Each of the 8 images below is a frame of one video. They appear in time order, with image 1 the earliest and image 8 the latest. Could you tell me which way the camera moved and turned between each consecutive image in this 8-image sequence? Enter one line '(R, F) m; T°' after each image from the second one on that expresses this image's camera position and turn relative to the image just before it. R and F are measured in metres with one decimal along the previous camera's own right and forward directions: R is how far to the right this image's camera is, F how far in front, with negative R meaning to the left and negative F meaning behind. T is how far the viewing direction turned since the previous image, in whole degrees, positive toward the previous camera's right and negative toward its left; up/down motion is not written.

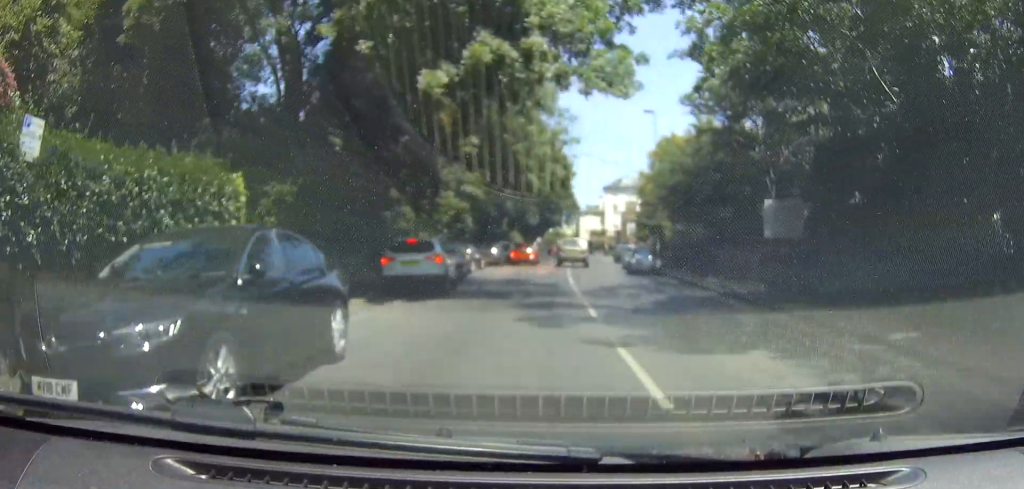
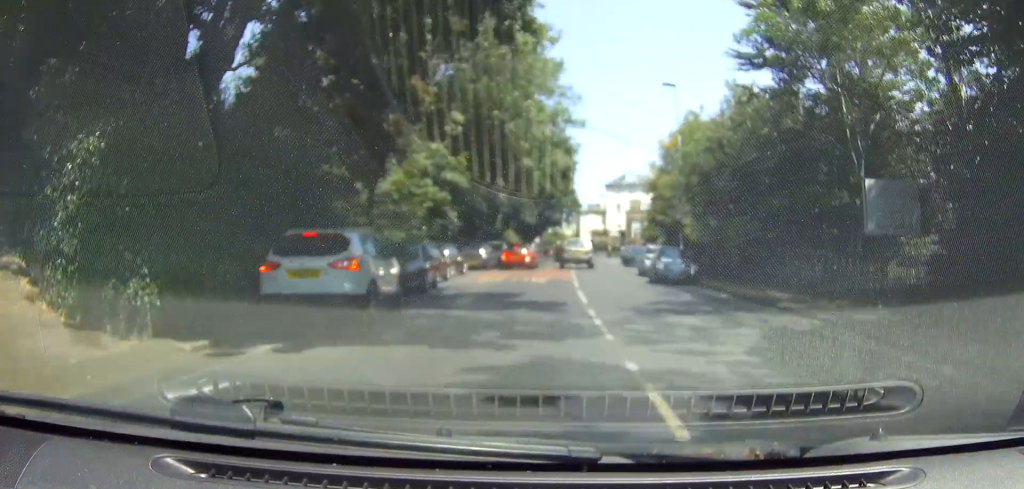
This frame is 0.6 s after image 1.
(0.0, +8.0) m; 0°
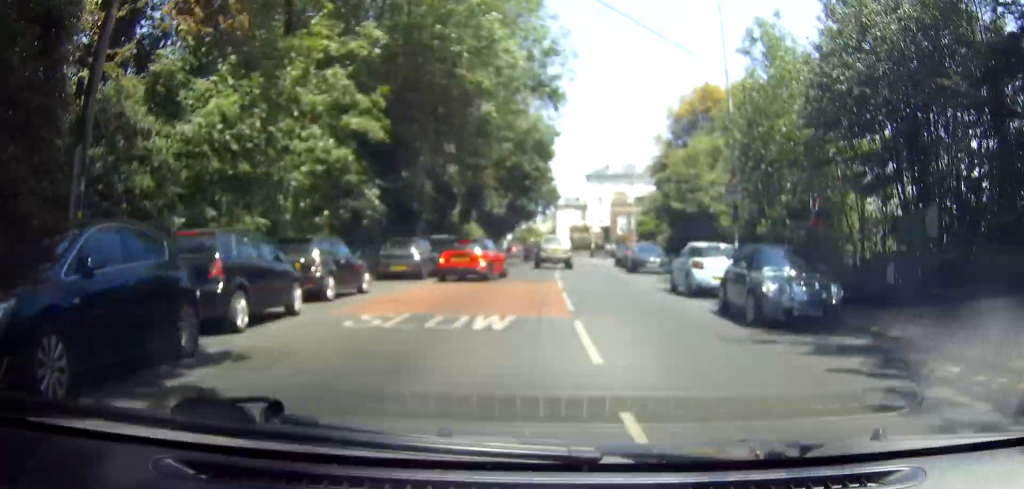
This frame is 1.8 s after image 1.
(0.0, +14.5) m; 0°
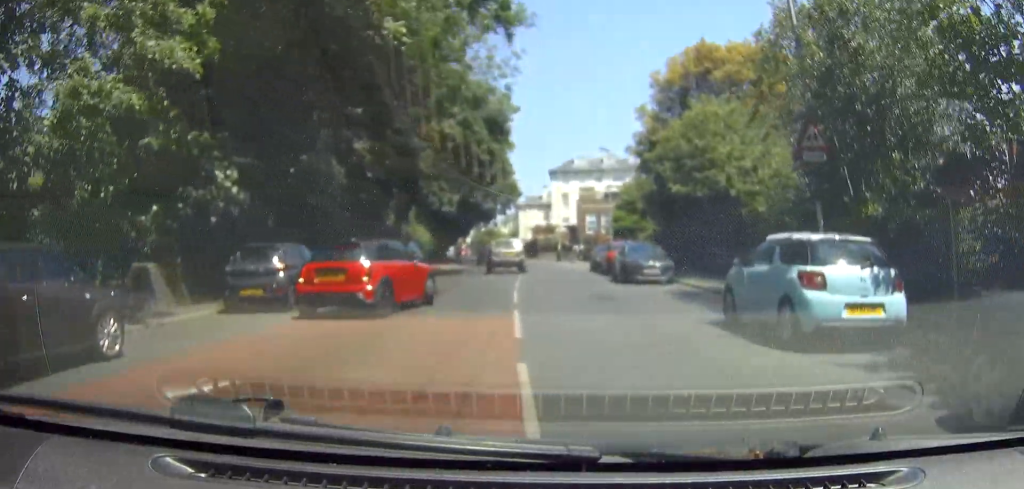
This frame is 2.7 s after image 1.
(0.0, +10.2) m; 0°
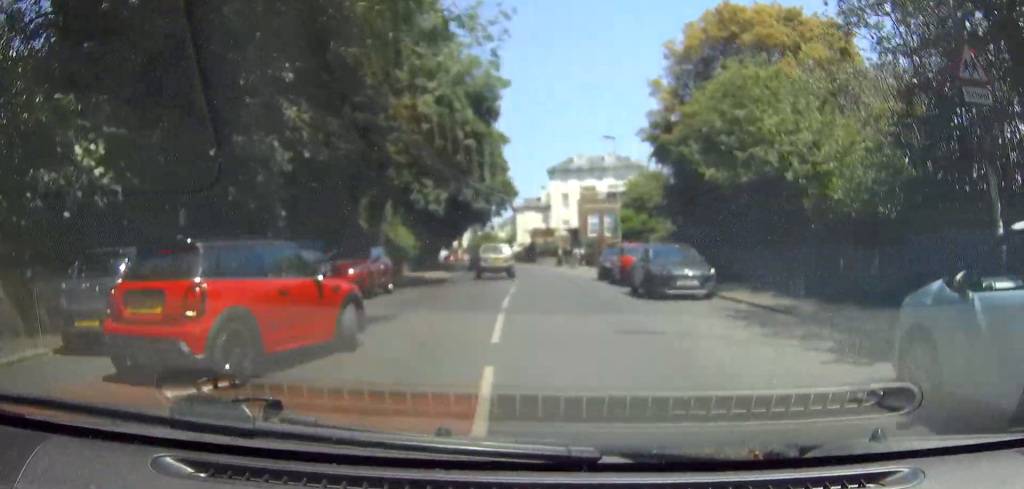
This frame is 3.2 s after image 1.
(0.0, +5.9) m; 0°
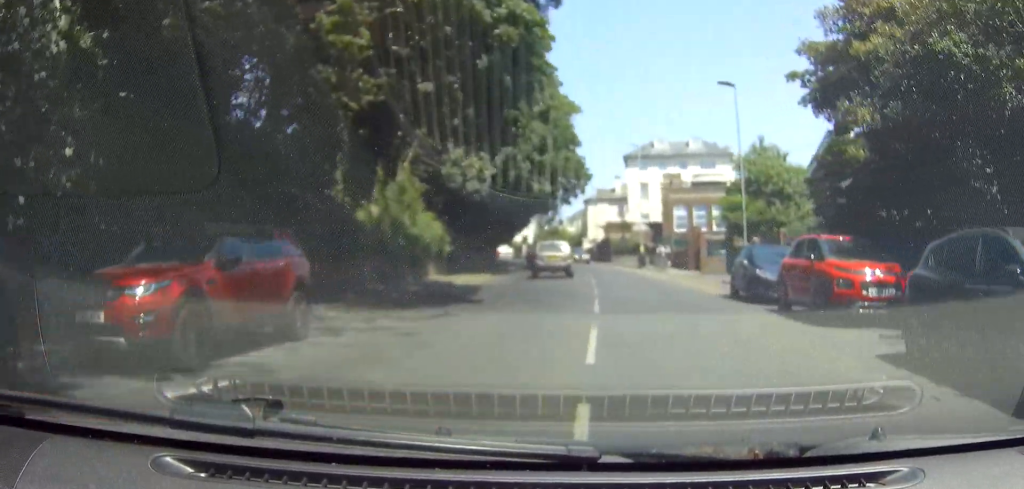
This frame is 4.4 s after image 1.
(-0.2, +13.9) m; -2°
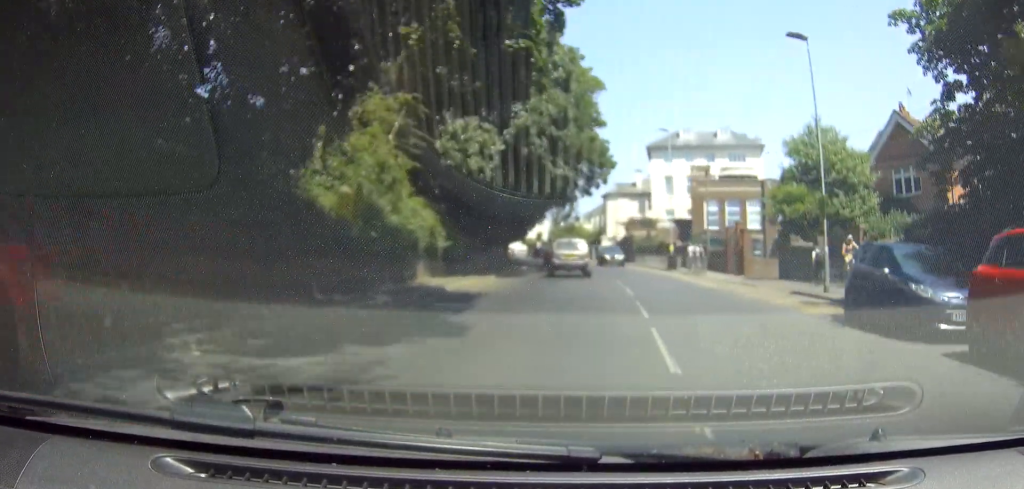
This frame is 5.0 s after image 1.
(0.0, +6.9) m; -1°
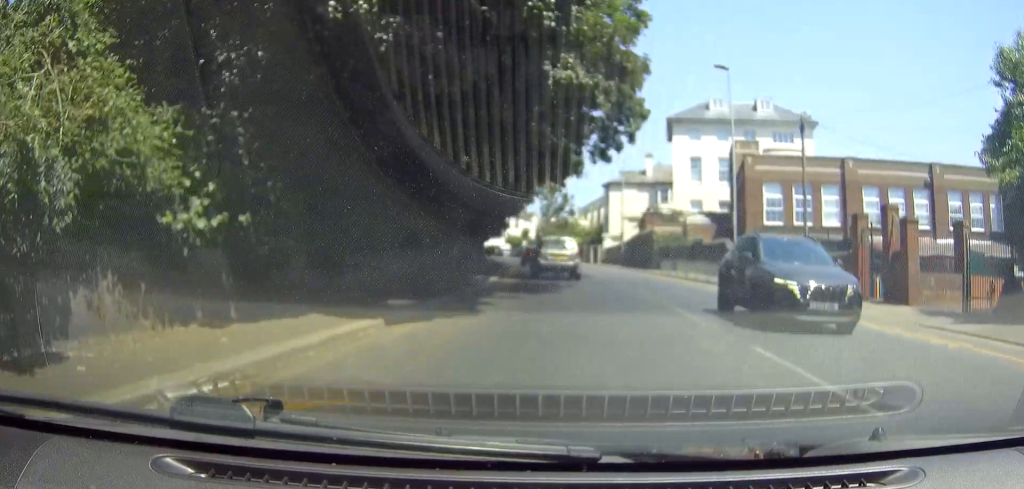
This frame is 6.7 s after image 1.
(-0.2, +19.5) m; 0°
